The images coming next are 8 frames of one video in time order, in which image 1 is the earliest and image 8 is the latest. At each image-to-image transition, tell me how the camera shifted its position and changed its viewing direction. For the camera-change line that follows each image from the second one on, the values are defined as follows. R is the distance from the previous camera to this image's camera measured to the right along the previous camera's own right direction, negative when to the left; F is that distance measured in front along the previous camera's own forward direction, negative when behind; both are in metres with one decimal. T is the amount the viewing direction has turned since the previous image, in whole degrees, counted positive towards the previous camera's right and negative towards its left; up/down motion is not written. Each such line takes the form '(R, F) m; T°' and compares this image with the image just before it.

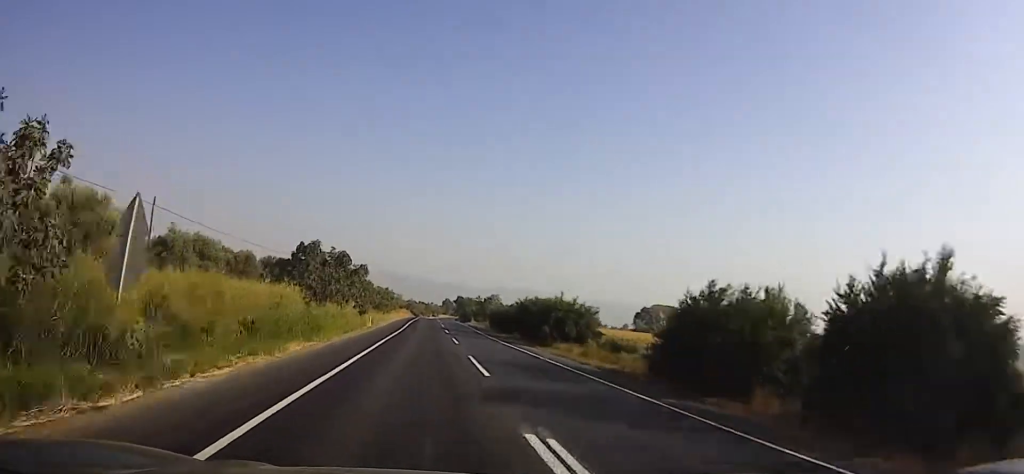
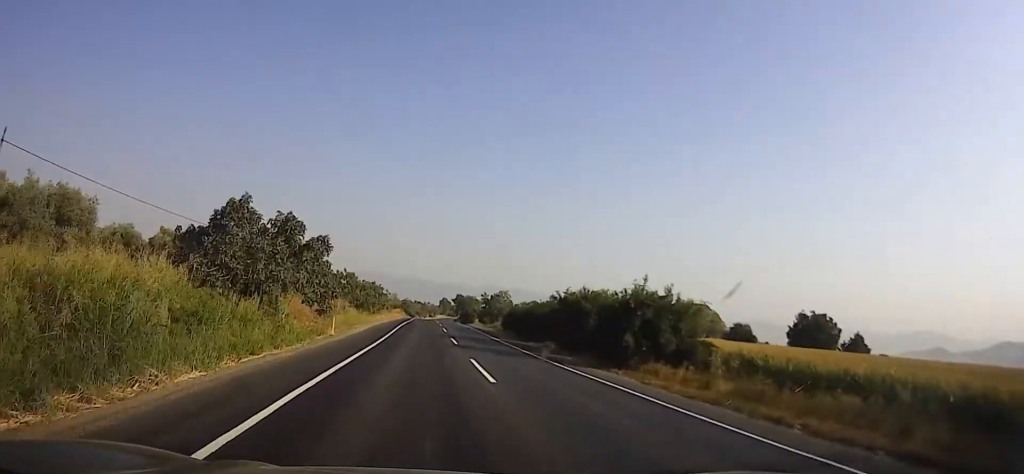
(0.0, +16.3) m; 0°
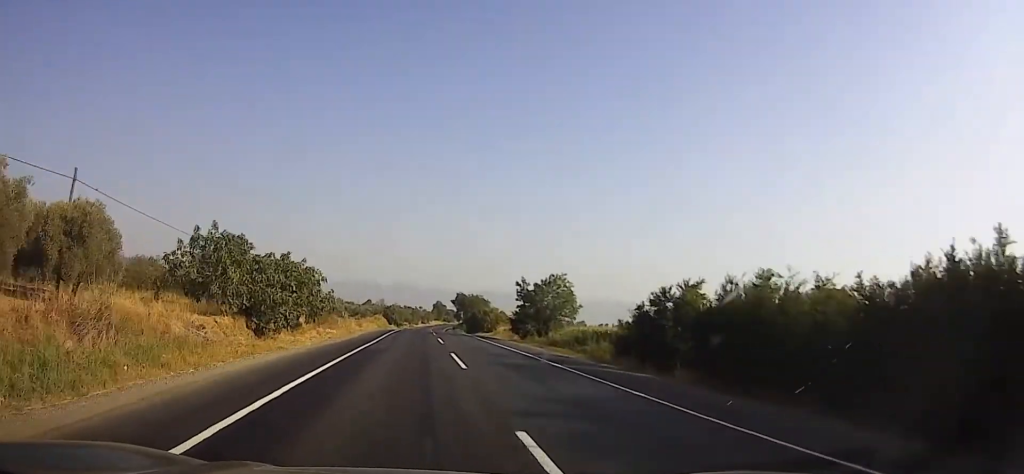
(0.0, +41.8) m; 0°
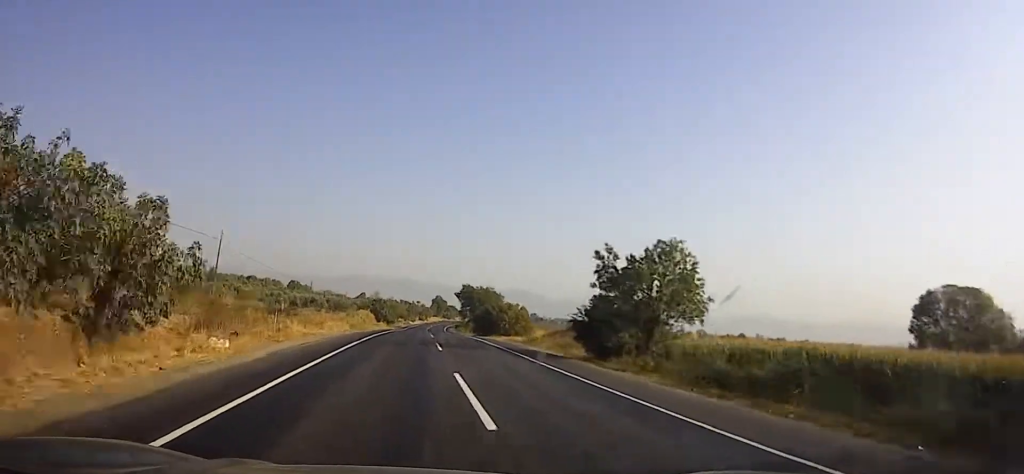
(0.0, +23.2) m; 0°
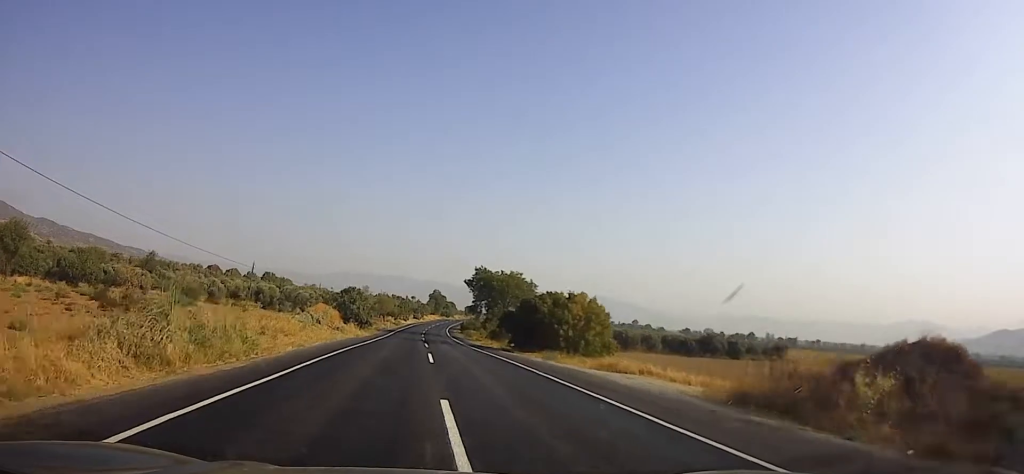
(0.0, +33.7) m; 0°
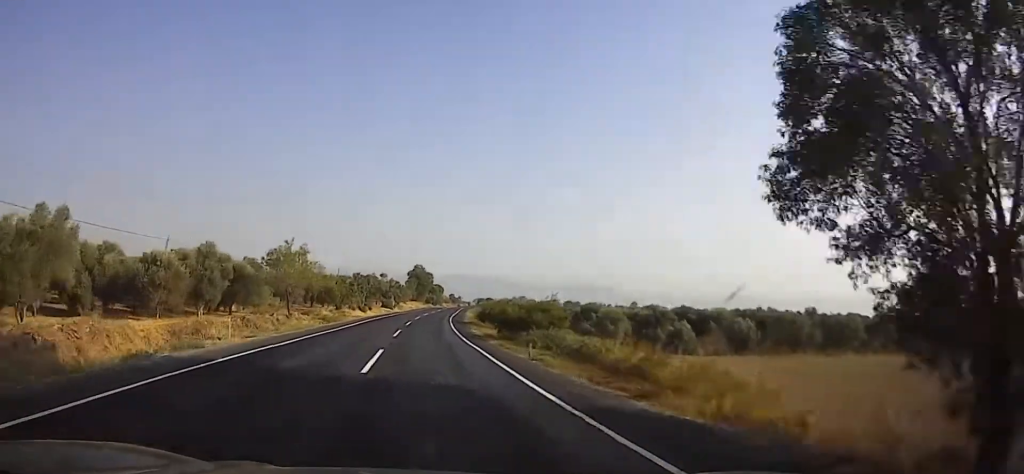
(0.0, +65.7) m; 0°
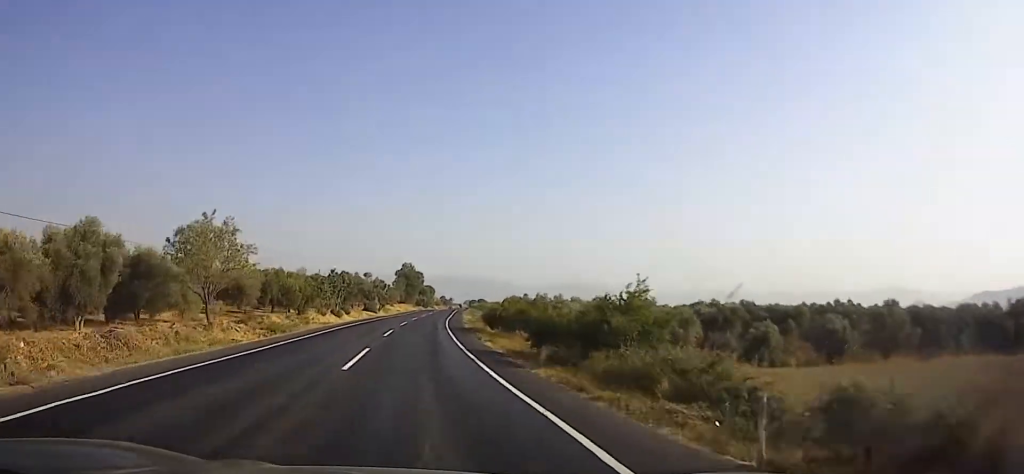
(0.0, +14.0) m; 0°
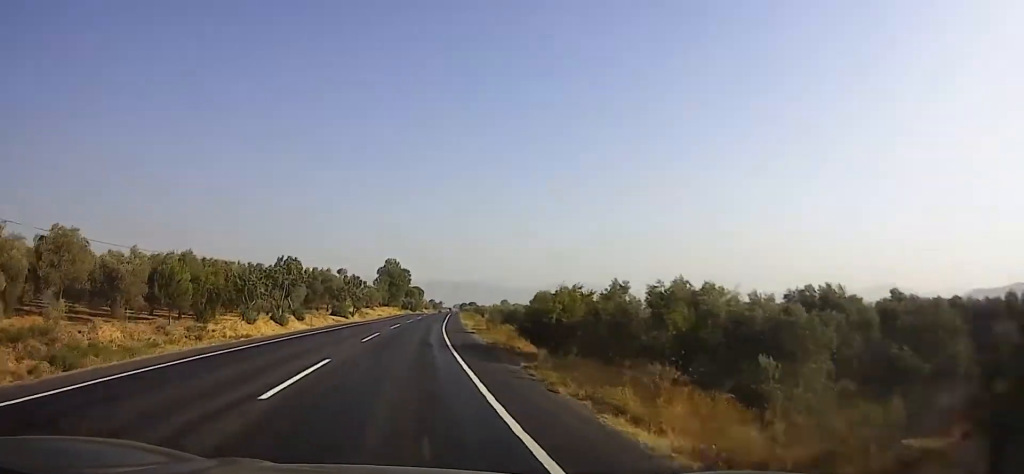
(0.0, +19.5) m; 0°
